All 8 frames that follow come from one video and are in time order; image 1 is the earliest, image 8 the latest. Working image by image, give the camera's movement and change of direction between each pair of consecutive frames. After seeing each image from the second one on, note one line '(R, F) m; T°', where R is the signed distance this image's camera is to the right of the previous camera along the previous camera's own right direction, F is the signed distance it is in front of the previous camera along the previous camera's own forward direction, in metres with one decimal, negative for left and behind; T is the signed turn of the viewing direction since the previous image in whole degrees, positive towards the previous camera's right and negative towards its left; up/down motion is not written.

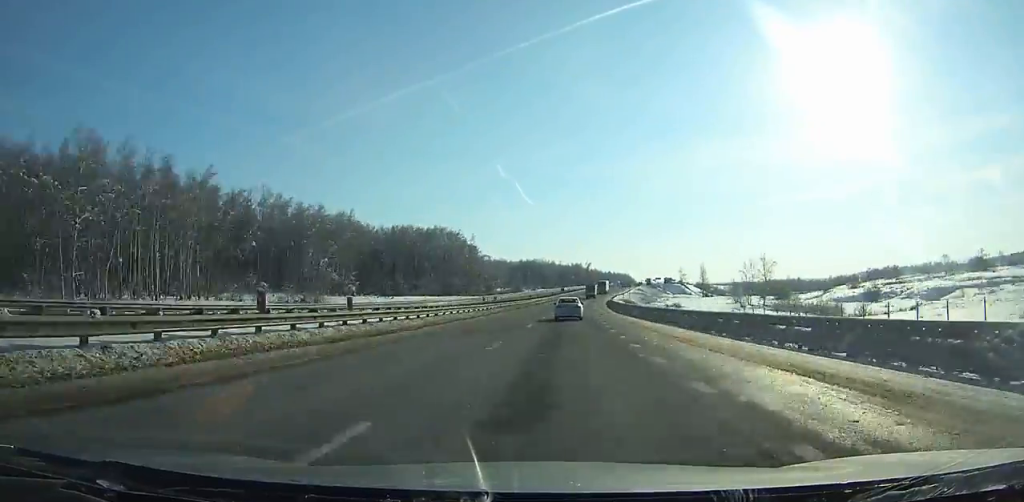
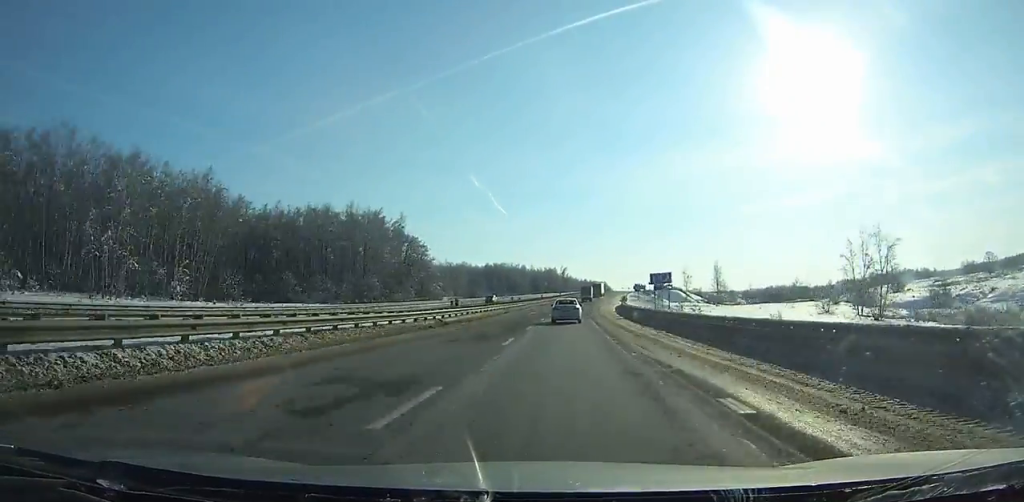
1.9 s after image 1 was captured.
(+1.3, +55.2) m; +2°
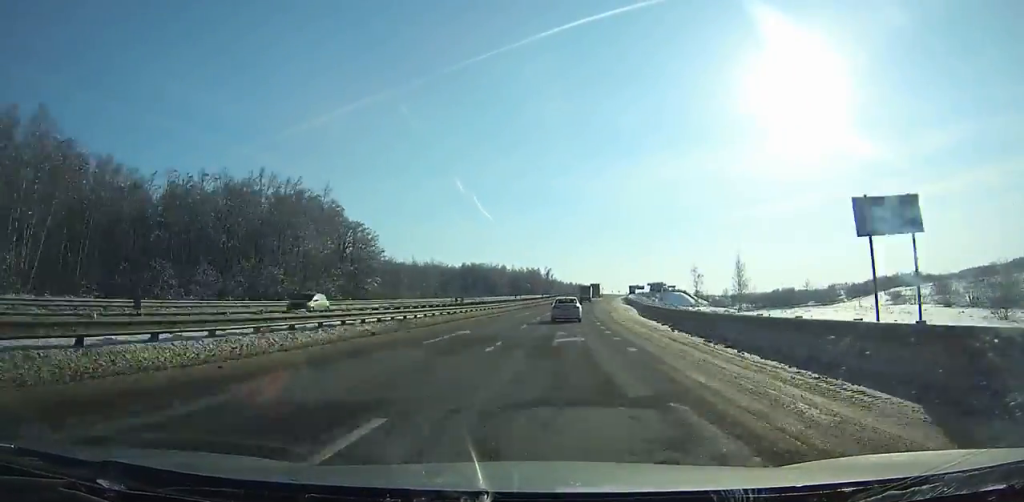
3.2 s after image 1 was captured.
(+0.4, +37.5) m; +1°
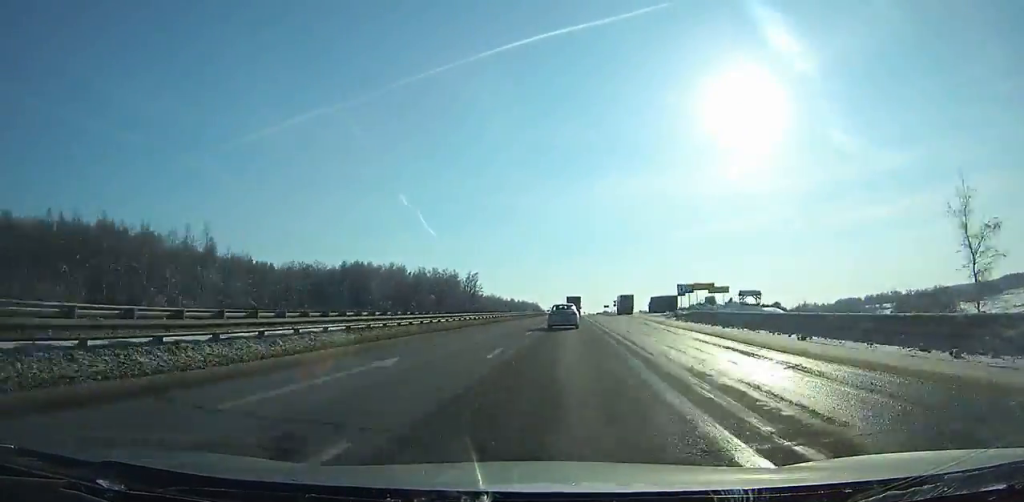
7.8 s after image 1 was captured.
(+5.9, +130.6) m; +4°
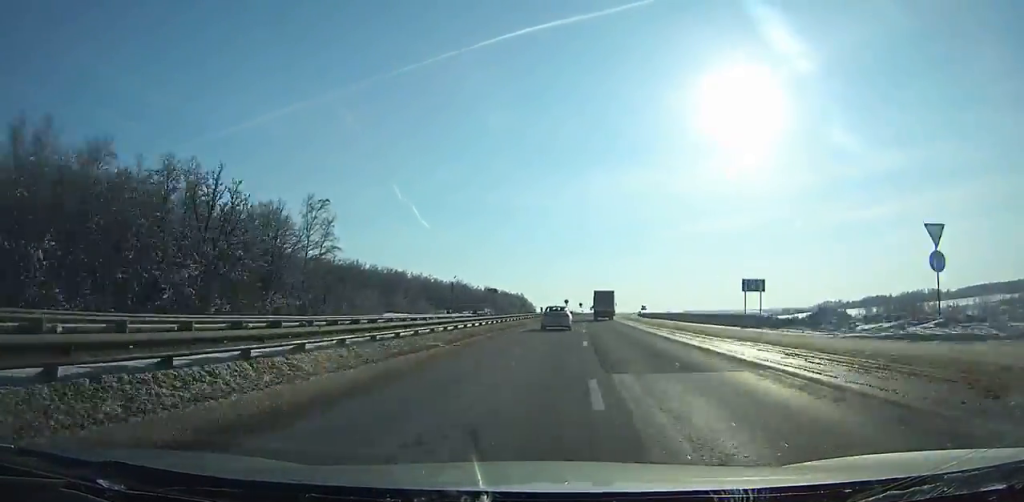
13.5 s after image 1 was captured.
(+2.4, +162.8) m; +3°
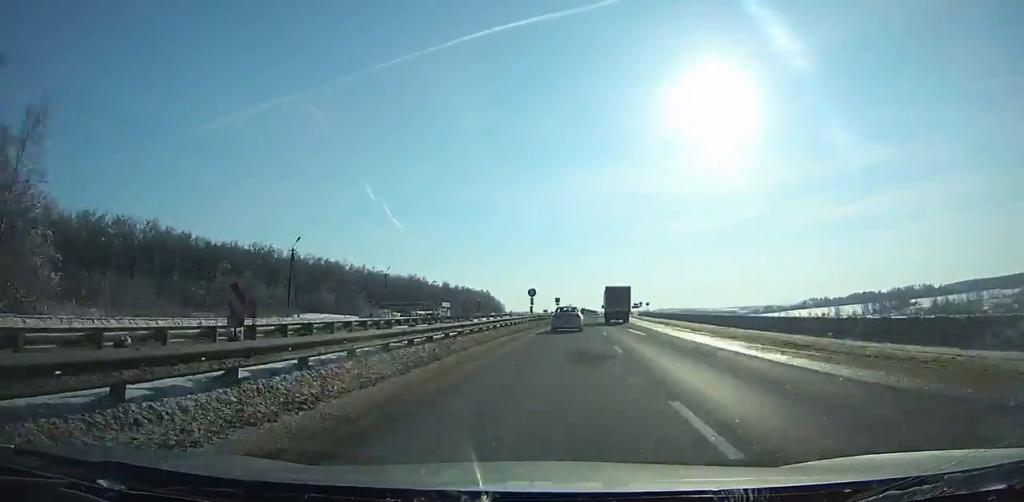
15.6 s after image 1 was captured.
(+0.9, +61.1) m; +2°
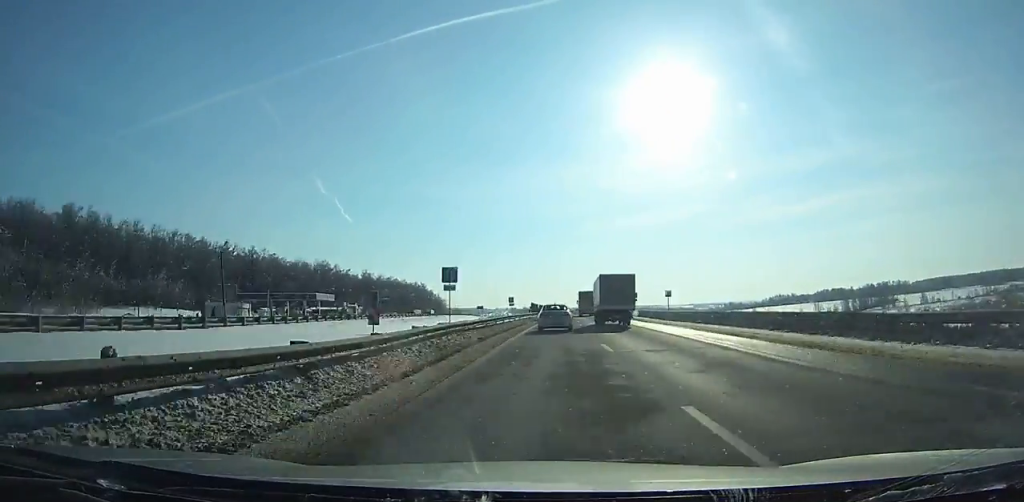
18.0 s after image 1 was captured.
(+2.0, +70.6) m; +3°
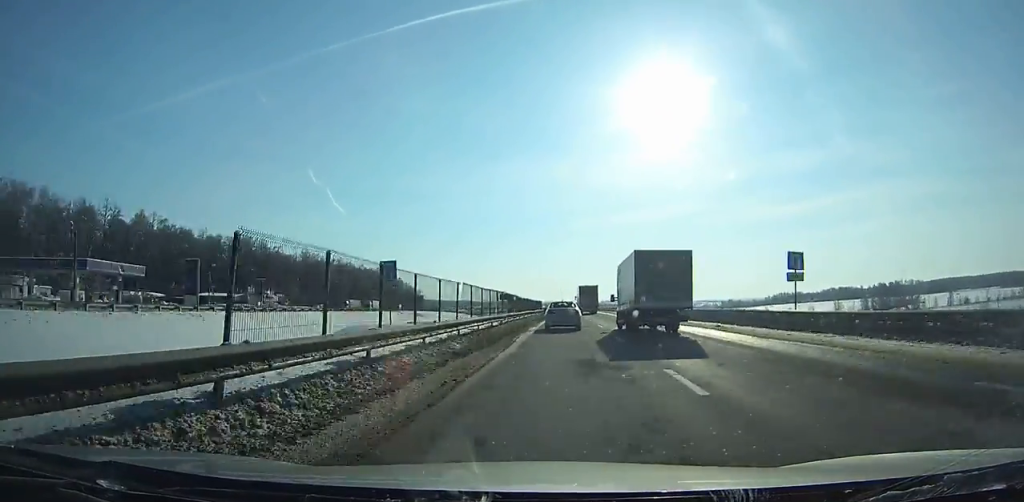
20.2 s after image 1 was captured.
(+1.2, +65.3) m; +1°
